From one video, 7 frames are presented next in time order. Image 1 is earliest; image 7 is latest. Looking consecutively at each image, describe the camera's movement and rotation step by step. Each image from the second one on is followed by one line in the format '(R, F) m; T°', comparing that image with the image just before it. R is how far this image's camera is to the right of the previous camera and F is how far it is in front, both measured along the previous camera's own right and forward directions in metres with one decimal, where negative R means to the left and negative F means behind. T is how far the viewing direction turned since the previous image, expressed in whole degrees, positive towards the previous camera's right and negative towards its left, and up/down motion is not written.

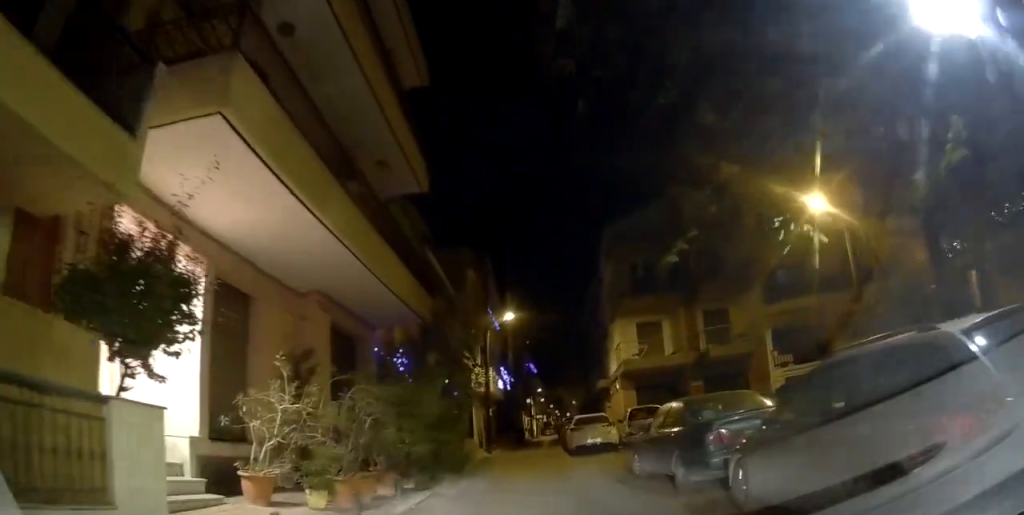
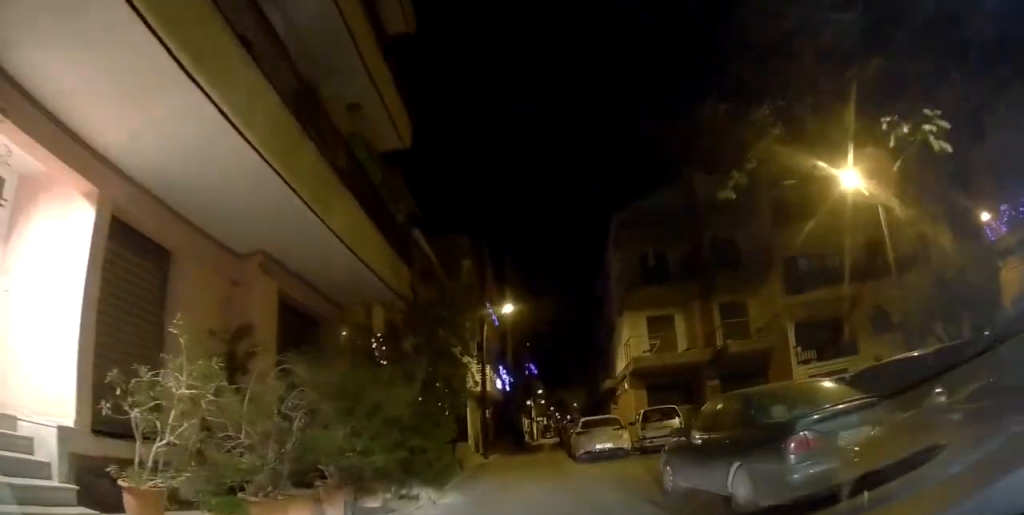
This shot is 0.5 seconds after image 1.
(-0.1, +2.4) m; +1°
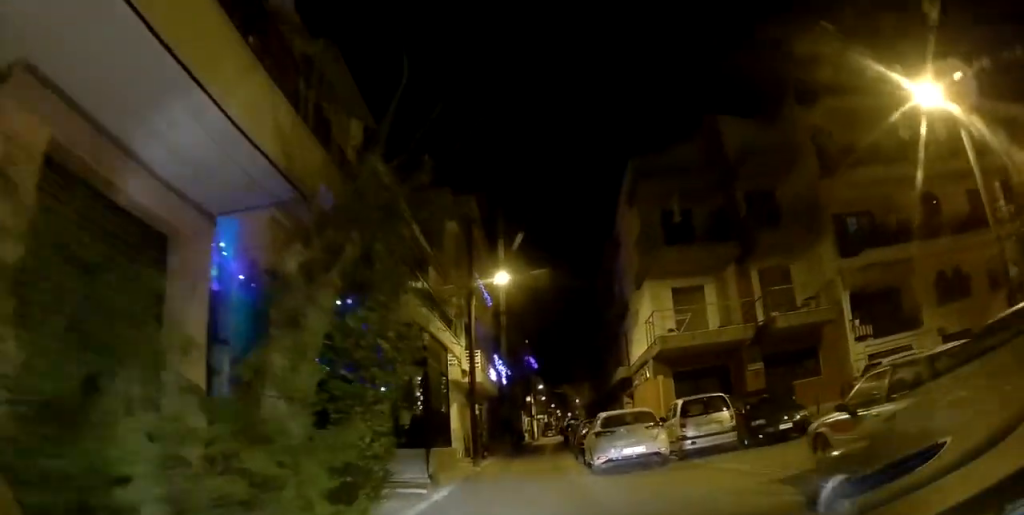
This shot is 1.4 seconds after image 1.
(+0.1, +4.8) m; +2°
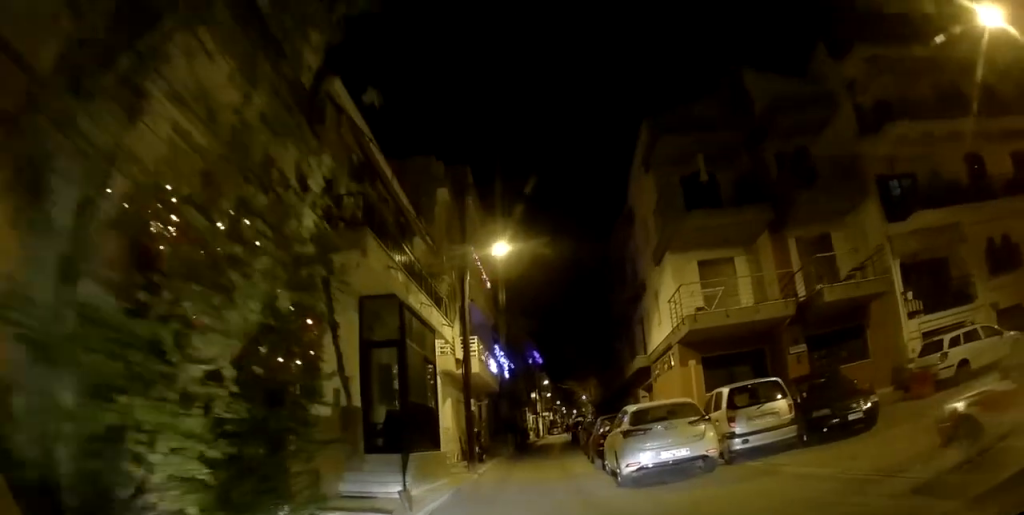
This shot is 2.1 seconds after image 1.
(+0.1, +3.1) m; +1°
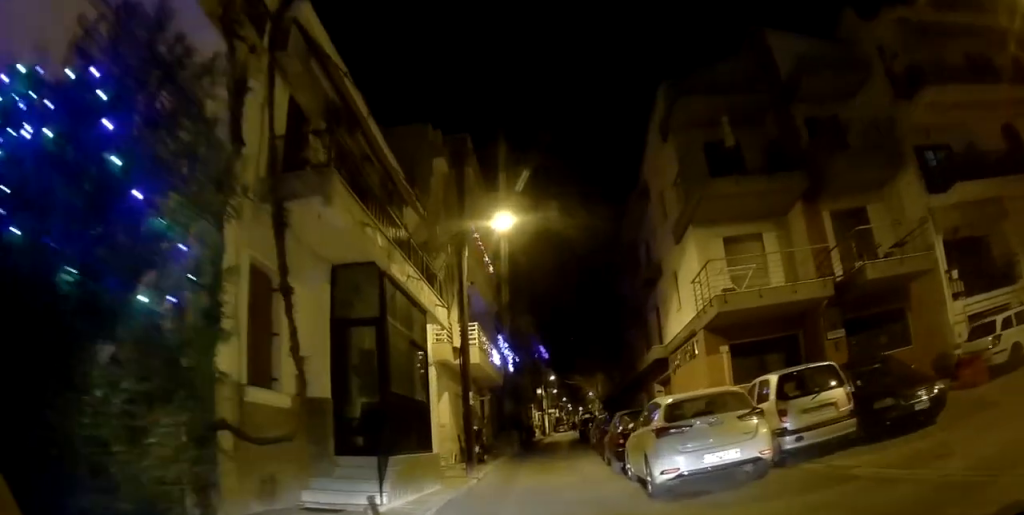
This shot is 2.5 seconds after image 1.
(-0.1, +1.9) m; -1°
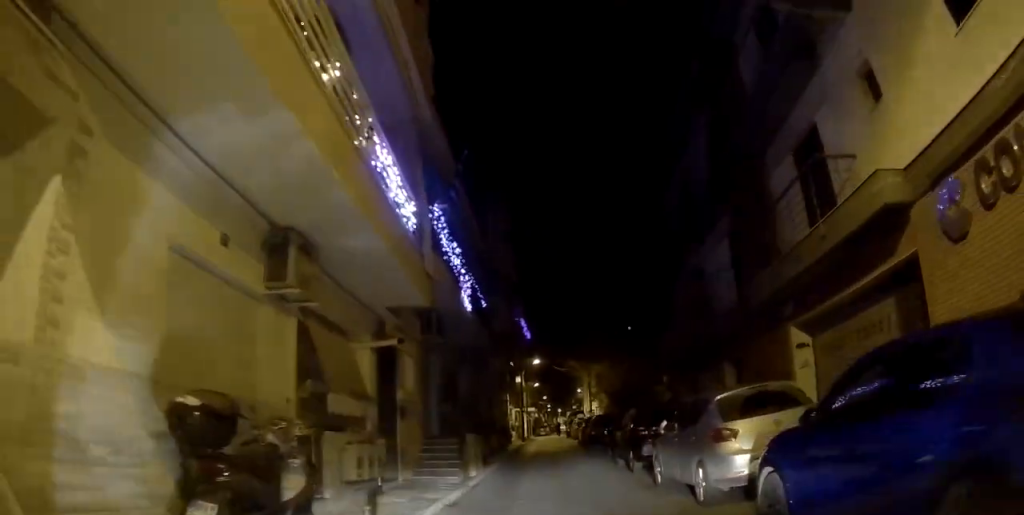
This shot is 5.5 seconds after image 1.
(-0.8, +12.5) m; -4°
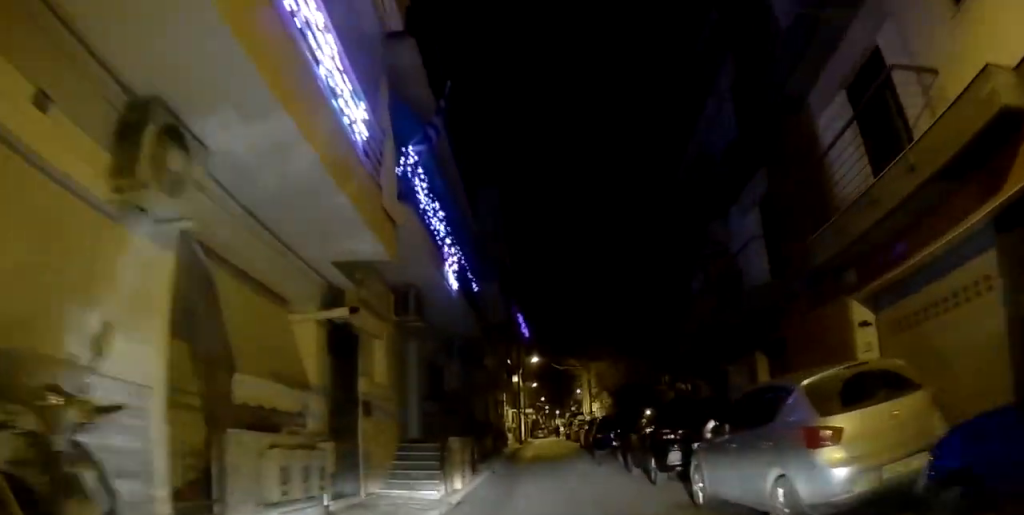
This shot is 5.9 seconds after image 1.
(-0.3, +1.9) m; +3°
